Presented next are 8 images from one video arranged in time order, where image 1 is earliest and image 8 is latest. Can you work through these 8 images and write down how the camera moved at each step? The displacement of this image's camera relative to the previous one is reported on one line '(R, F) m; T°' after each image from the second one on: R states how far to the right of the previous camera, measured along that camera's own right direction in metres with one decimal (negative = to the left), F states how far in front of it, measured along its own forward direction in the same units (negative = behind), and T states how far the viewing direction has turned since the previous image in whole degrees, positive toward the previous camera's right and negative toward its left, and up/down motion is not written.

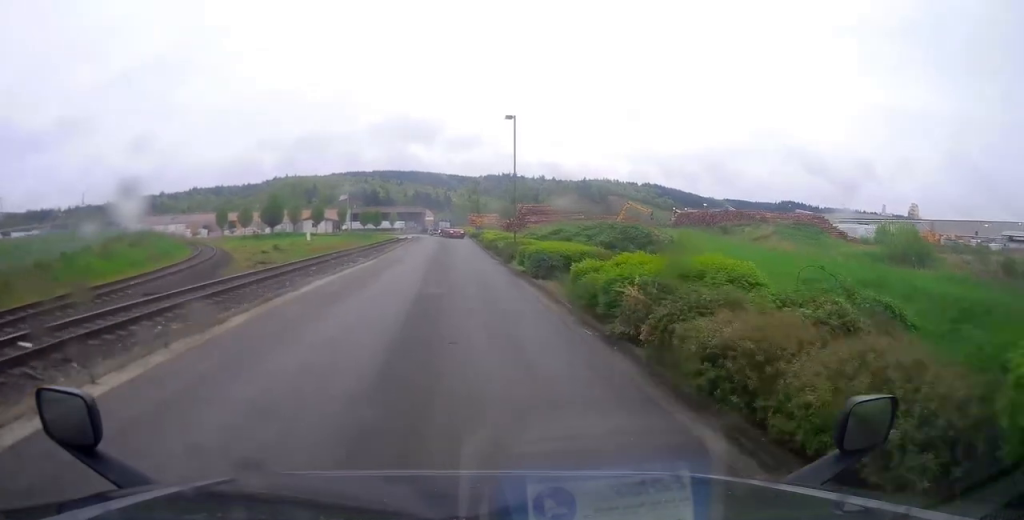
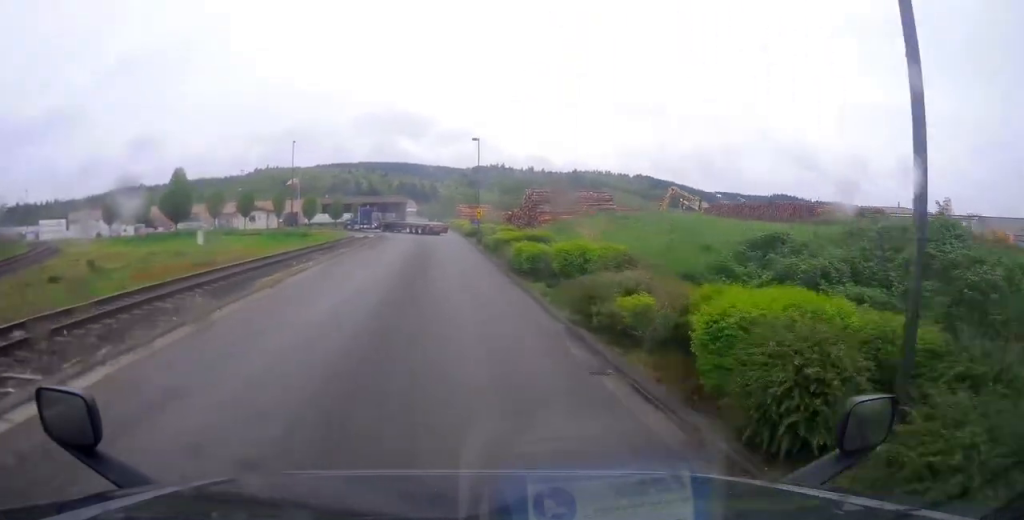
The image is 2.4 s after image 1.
(+0.6, +33.7) m; +3°
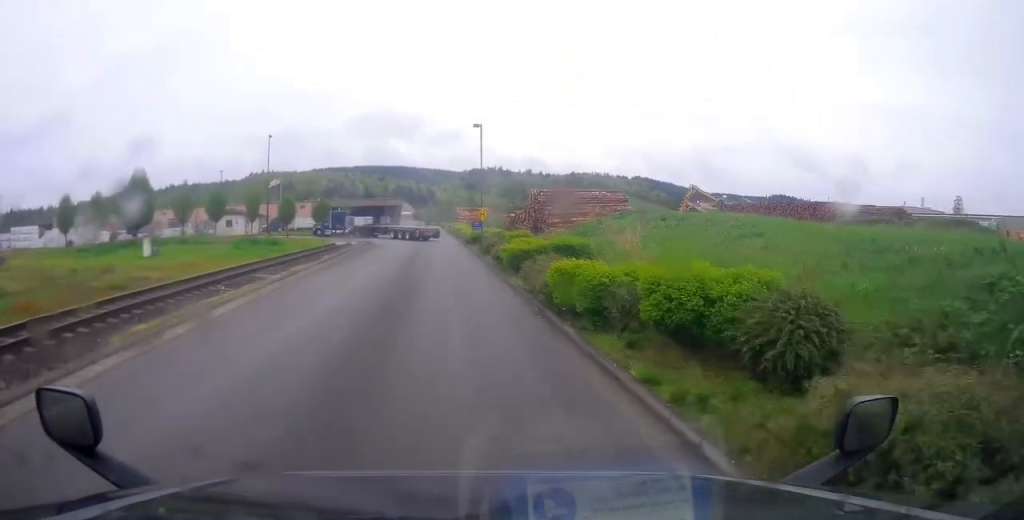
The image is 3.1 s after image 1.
(-0.1, +9.4) m; 0°
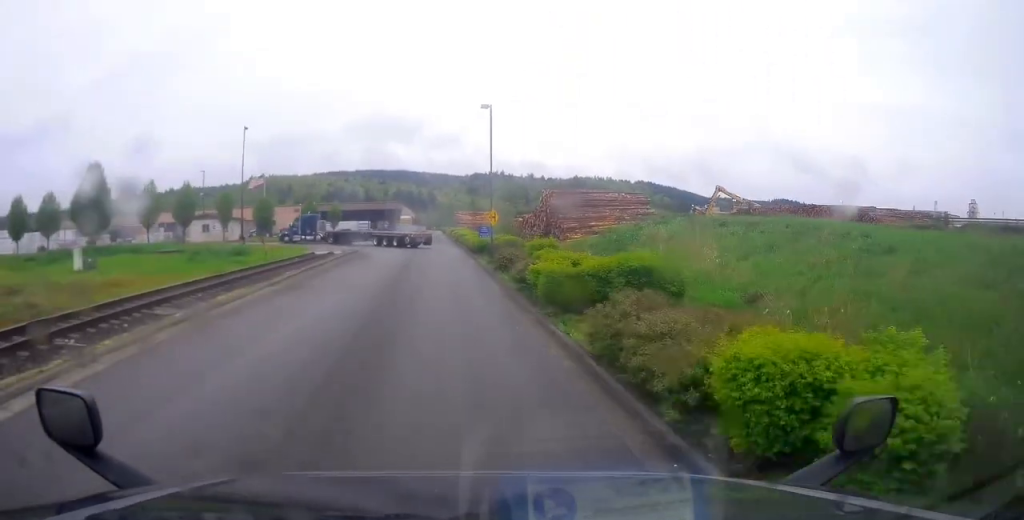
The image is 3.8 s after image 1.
(-0.2, +9.2) m; 0°
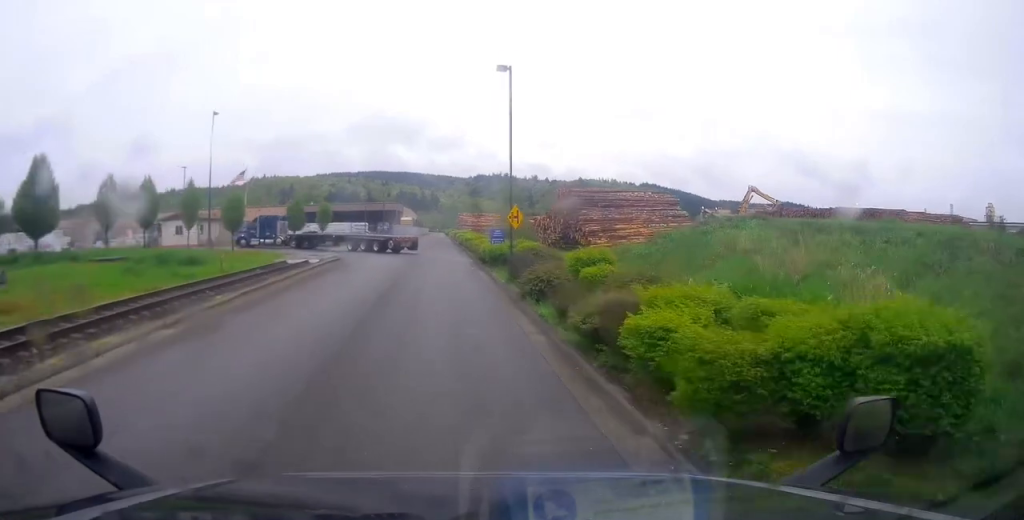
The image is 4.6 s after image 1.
(+0.4, +9.3) m; 0°
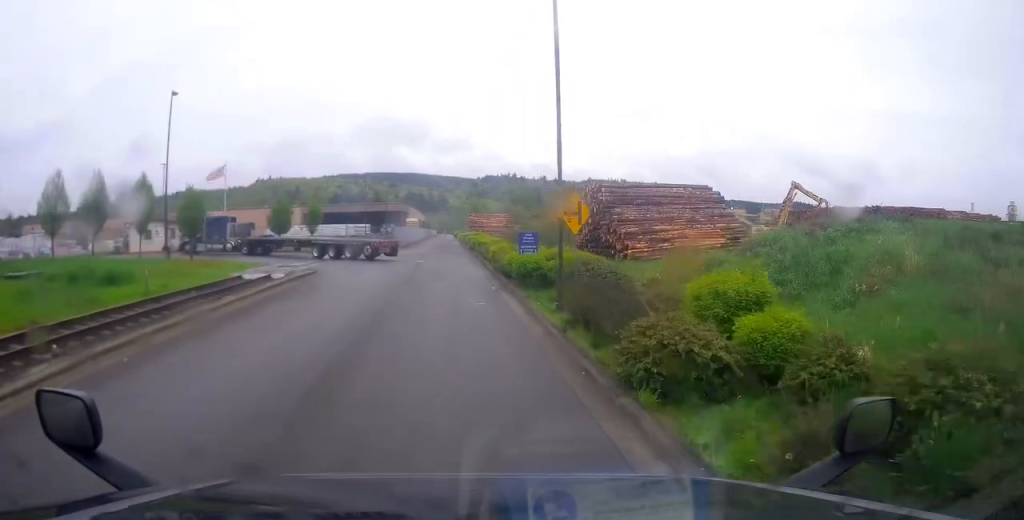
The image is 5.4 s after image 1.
(-0.3, +10.0) m; -2°
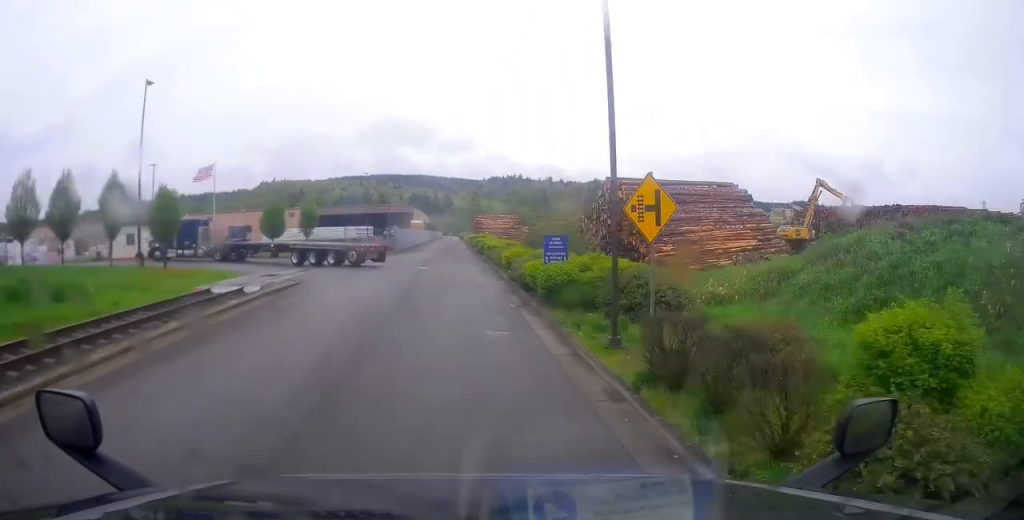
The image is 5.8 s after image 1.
(-0.1, +4.9) m; -1°
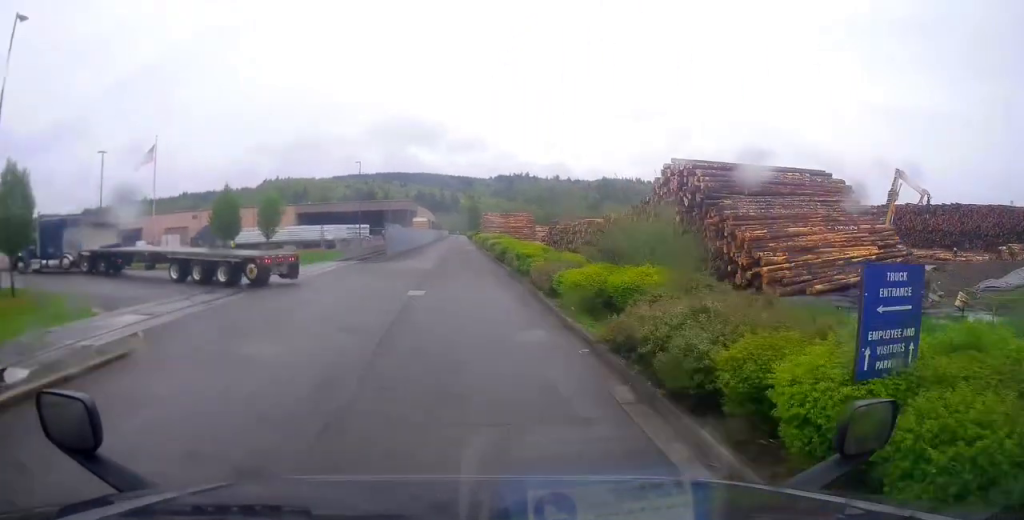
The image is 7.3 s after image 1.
(0.0, +15.2) m; +2°
